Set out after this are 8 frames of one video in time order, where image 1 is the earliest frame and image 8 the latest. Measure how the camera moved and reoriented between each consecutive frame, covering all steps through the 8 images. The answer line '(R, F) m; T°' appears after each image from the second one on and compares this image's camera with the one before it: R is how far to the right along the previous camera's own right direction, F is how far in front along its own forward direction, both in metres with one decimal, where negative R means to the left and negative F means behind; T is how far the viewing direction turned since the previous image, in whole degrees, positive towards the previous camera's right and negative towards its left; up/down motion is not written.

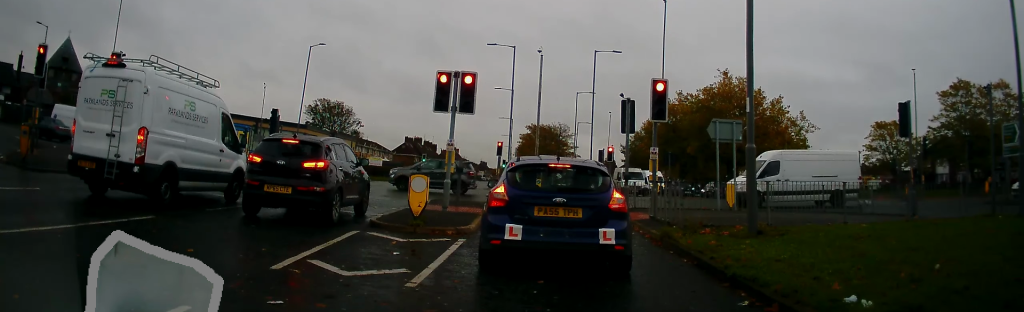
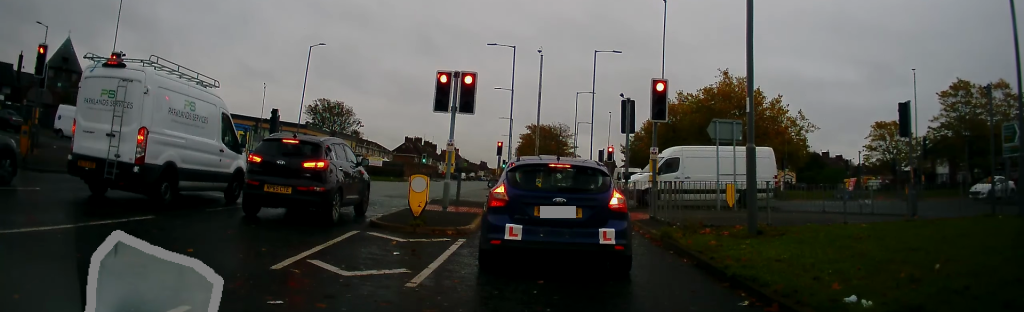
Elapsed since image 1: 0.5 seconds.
(0.0, 0.0) m; 0°
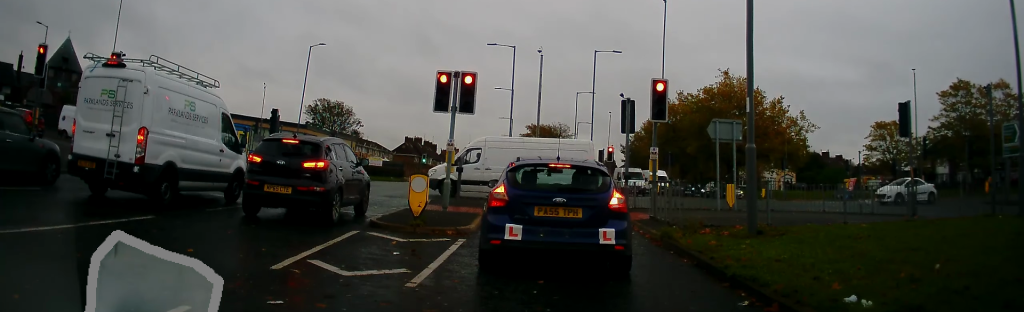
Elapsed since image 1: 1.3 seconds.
(0.0, 0.0) m; 0°
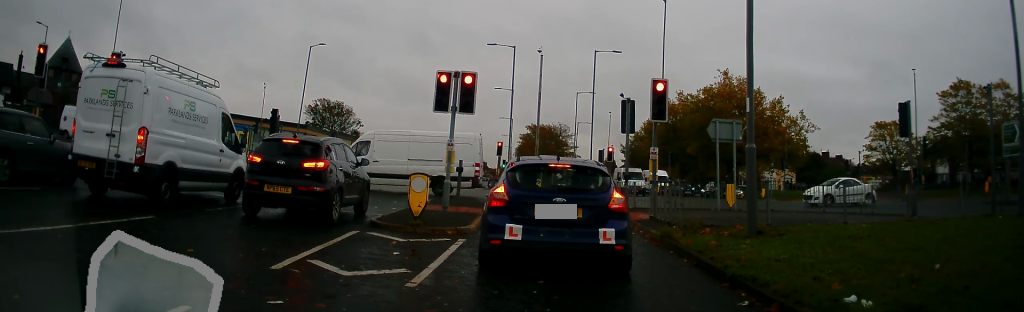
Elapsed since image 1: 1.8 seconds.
(0.0, 0.0) m; 0°
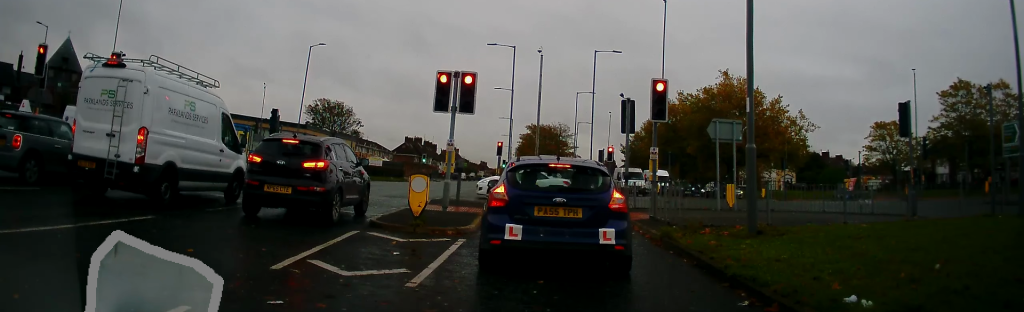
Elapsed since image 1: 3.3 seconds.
(0.0, 0.0) m; 0°
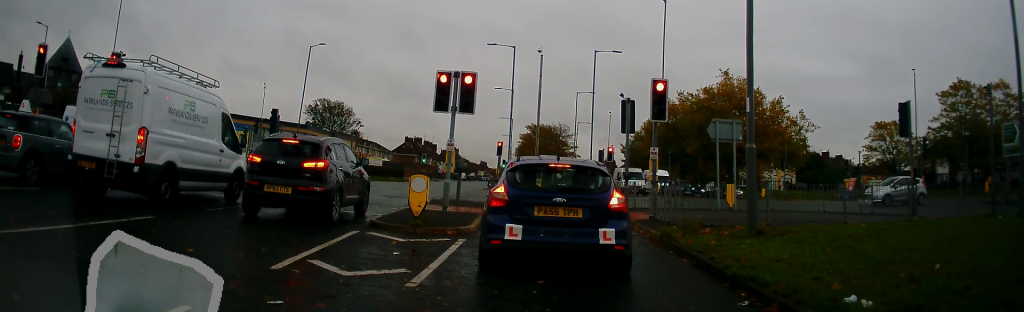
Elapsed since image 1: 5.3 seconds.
(0.0, 0.0) m; 0°
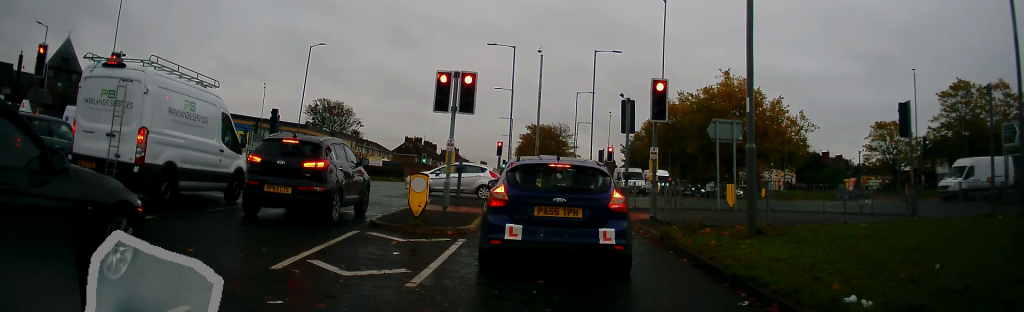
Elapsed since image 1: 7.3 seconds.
(0.0, 0.0) m; 0°
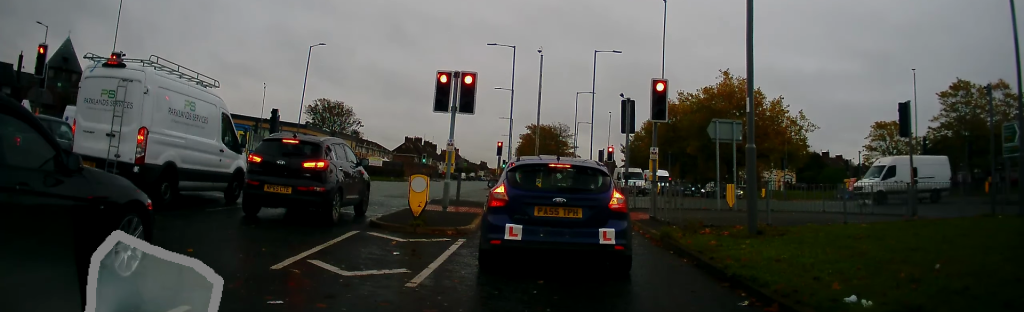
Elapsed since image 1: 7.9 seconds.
(0.0, 0.0) m; 0°
